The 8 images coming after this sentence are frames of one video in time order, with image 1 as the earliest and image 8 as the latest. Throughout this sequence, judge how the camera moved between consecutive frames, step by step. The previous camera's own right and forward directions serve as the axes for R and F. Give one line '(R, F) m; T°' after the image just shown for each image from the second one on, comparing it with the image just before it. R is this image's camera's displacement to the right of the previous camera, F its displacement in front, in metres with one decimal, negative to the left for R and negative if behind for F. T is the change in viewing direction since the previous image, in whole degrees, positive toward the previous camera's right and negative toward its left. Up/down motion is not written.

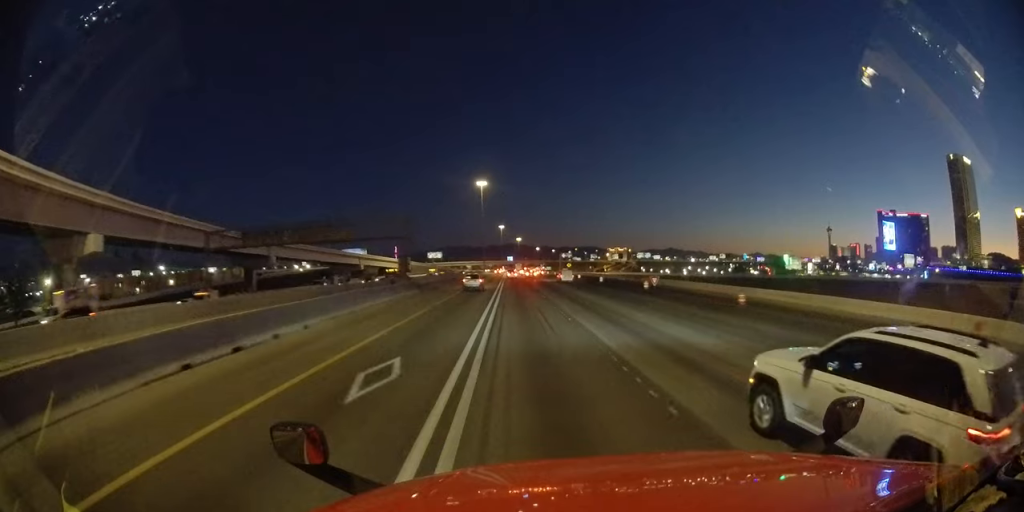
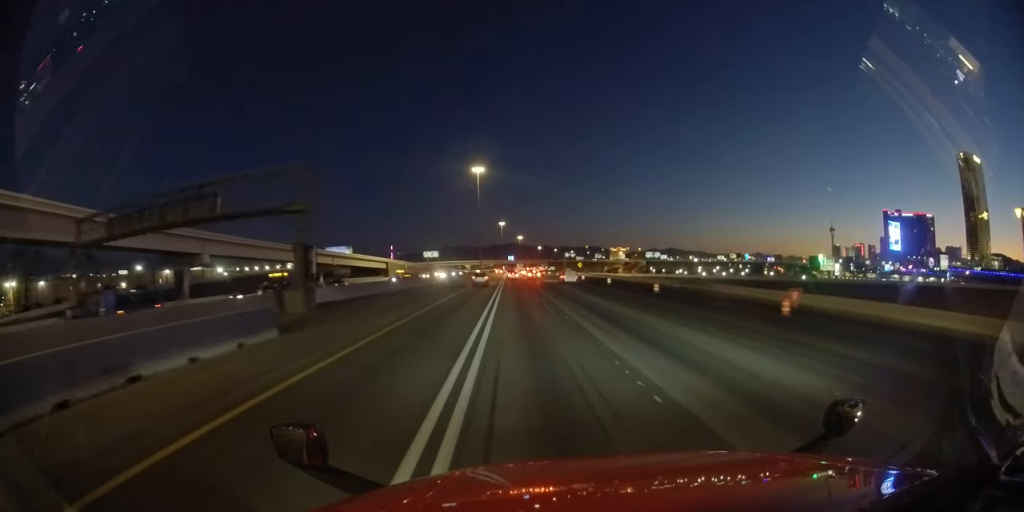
(-0.6, +24.1) m; -1°
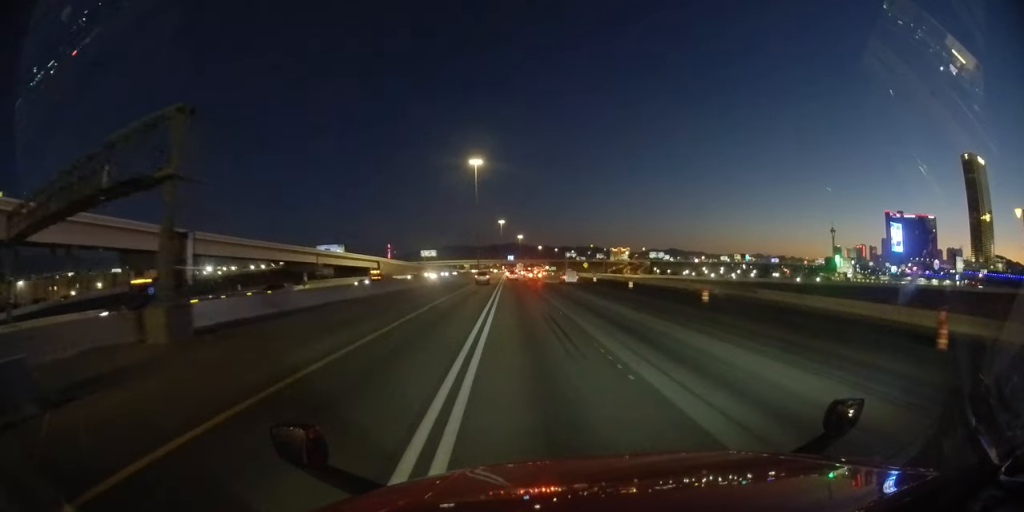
(0.0, +10.7) m; 0°
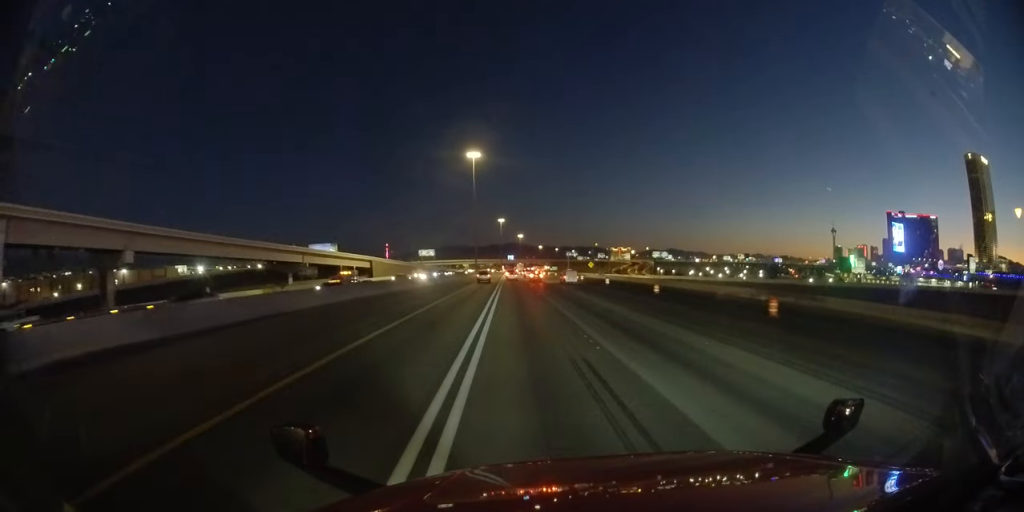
(0.0, +8.3) m; 0°
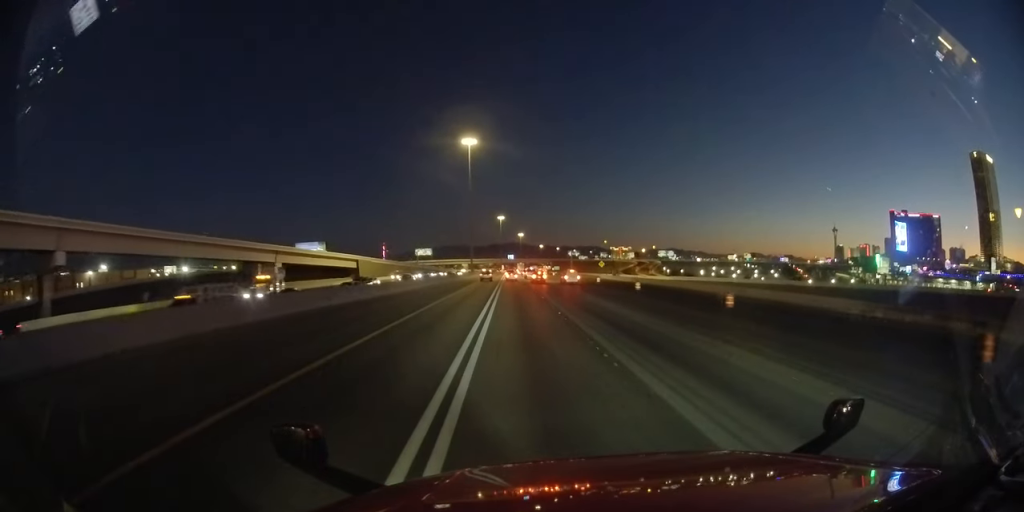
(0.0, +13.4) m; 0°
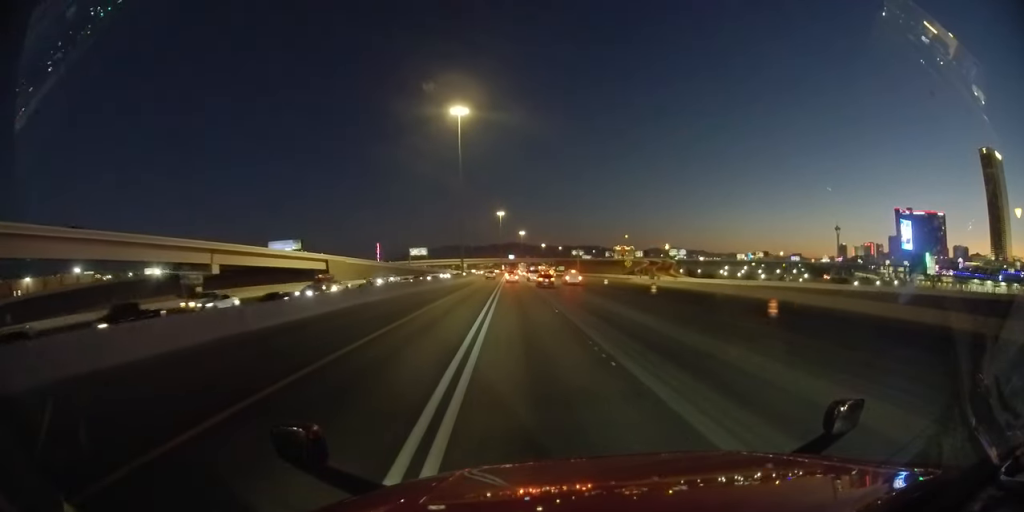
(+0.1, +23.1) m; +1°
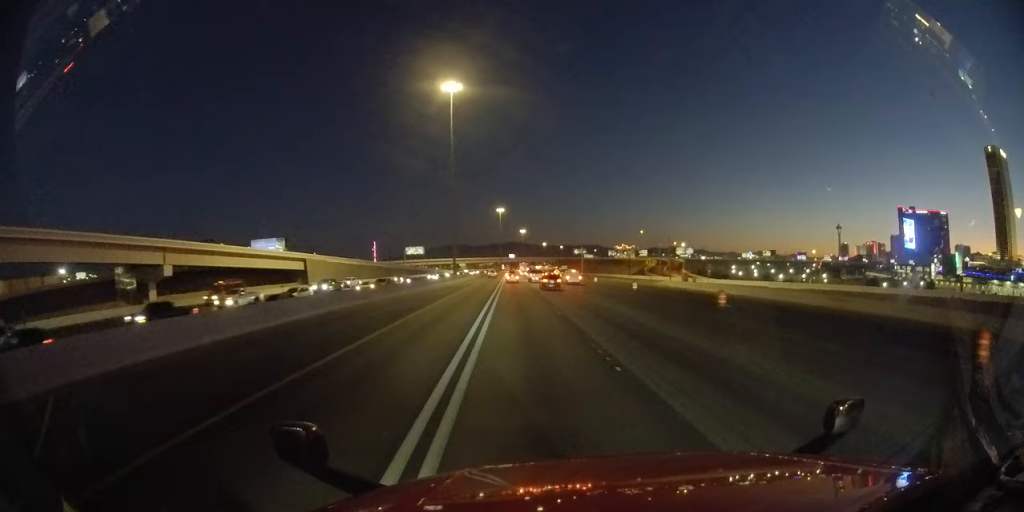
(+0.2, +12.5) m; 0°
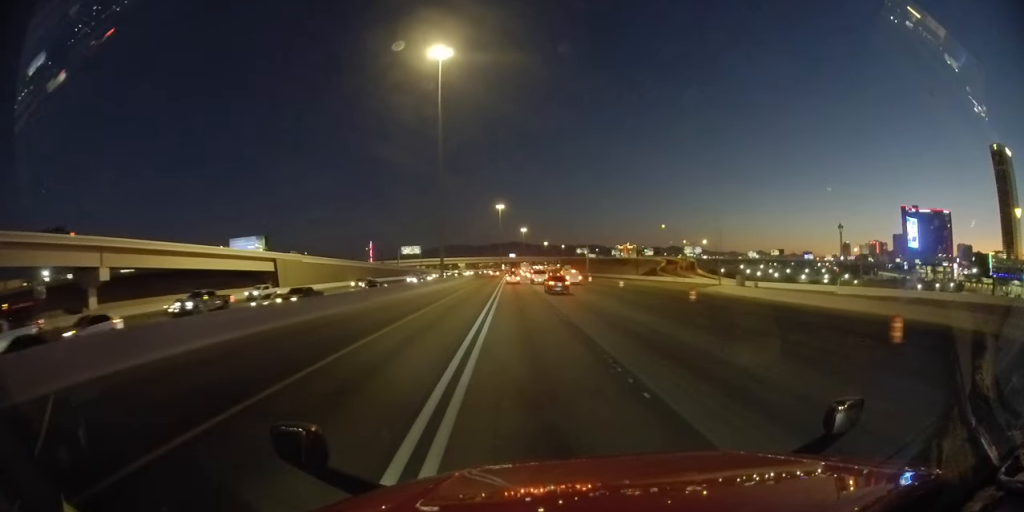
(+0.1, +13.6) m; -1°
